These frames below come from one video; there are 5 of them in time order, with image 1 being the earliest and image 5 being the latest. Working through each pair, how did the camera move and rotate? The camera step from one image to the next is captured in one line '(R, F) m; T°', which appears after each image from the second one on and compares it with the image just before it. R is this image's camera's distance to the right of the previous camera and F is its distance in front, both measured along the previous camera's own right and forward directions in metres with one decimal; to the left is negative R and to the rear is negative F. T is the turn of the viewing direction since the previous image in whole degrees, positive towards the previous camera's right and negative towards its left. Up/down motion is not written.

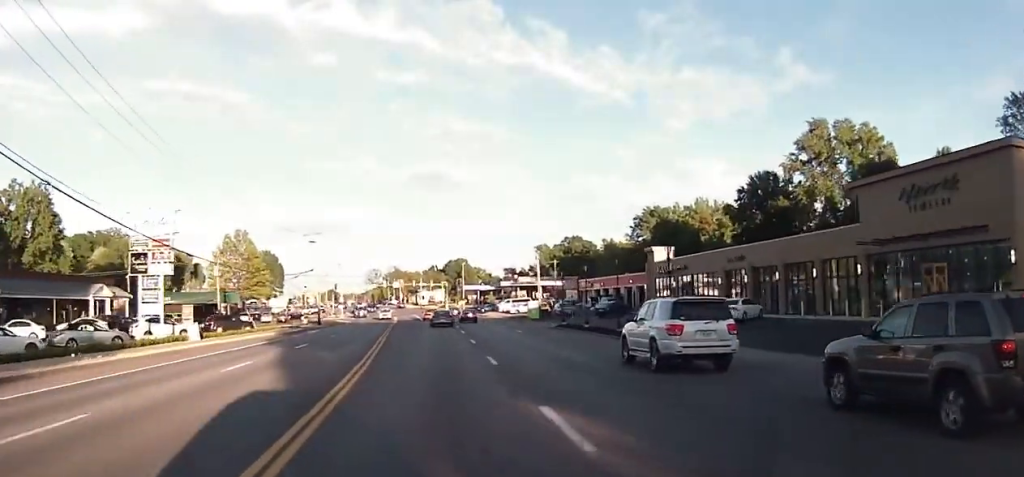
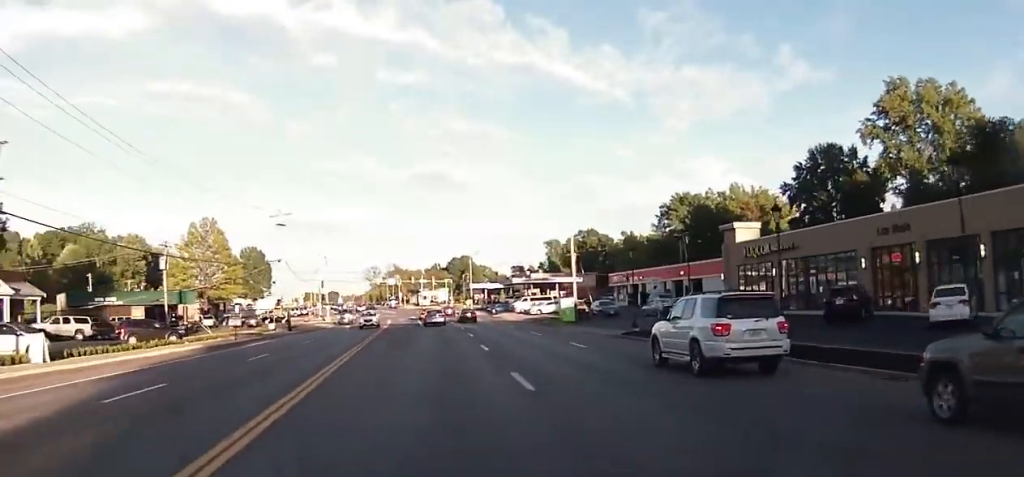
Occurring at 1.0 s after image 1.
(-0.5, +18.5) m; 0°
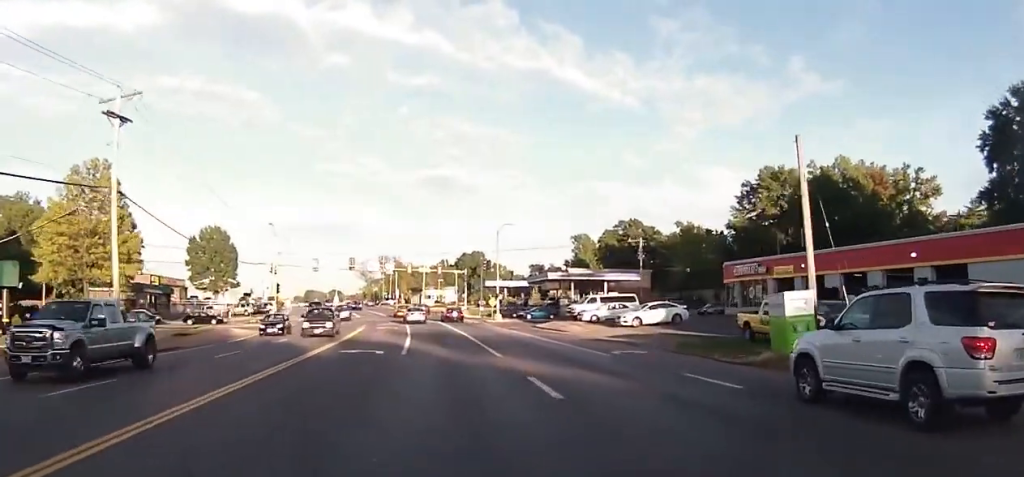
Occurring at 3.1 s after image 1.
(+0.9, +38.2) m; +1°
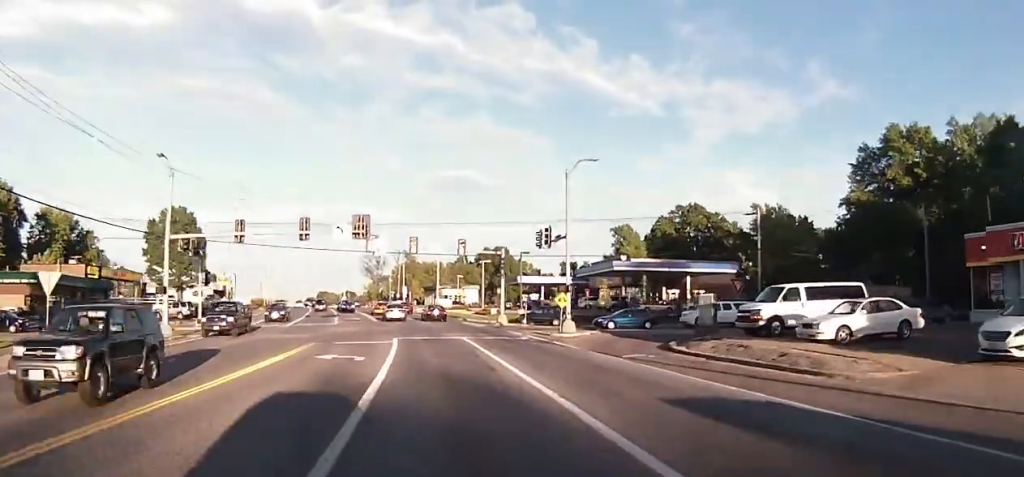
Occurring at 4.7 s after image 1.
(-0.5, +30.8) m; -1°
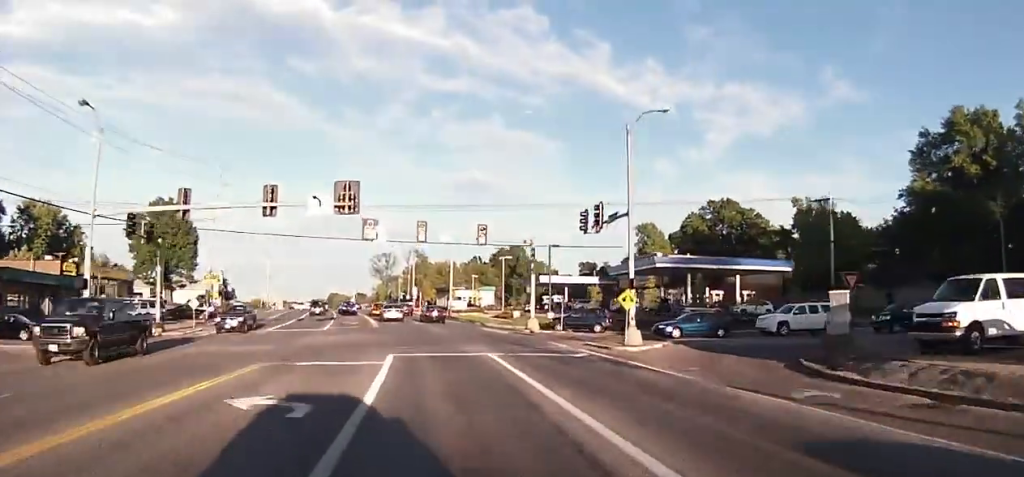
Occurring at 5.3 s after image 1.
(0.0, +10.7) m; 0°
